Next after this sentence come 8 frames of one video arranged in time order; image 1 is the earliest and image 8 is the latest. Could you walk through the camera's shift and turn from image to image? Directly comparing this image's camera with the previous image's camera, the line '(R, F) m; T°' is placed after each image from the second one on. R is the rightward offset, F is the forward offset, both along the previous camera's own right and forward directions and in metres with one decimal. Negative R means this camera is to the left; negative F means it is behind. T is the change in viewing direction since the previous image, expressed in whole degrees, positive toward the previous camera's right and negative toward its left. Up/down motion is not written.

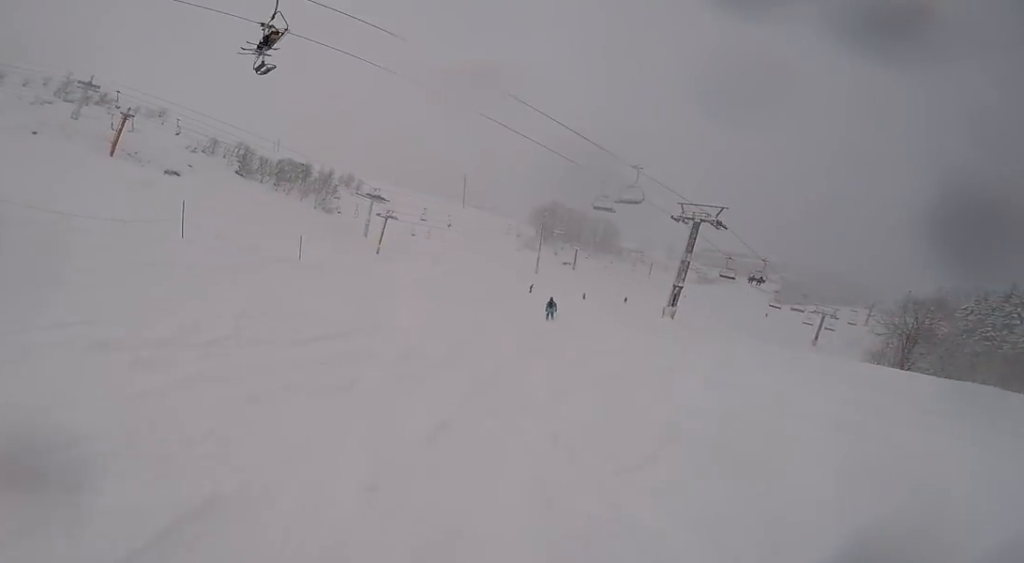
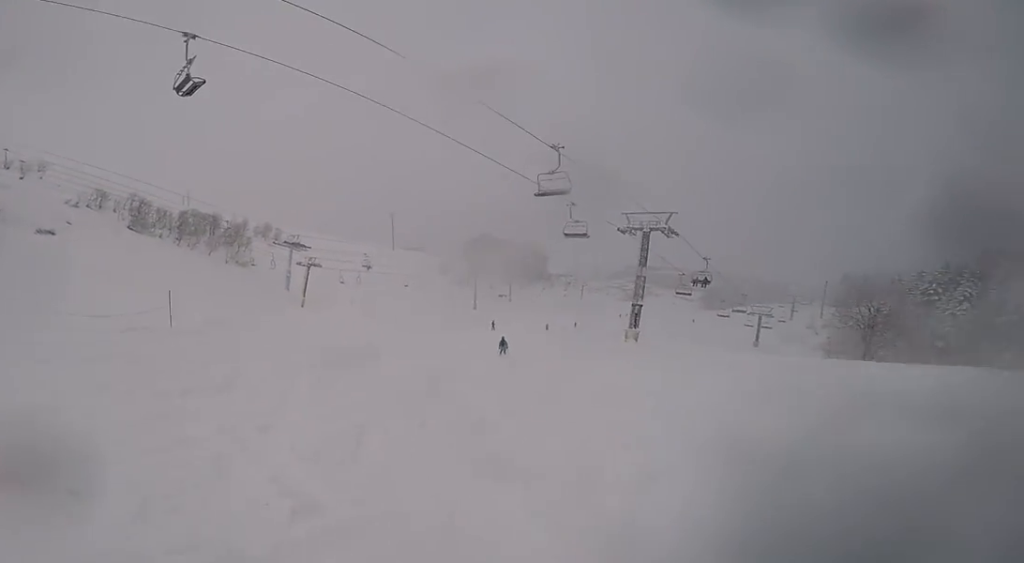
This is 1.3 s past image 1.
(+0.6, +7.7) m; +5°
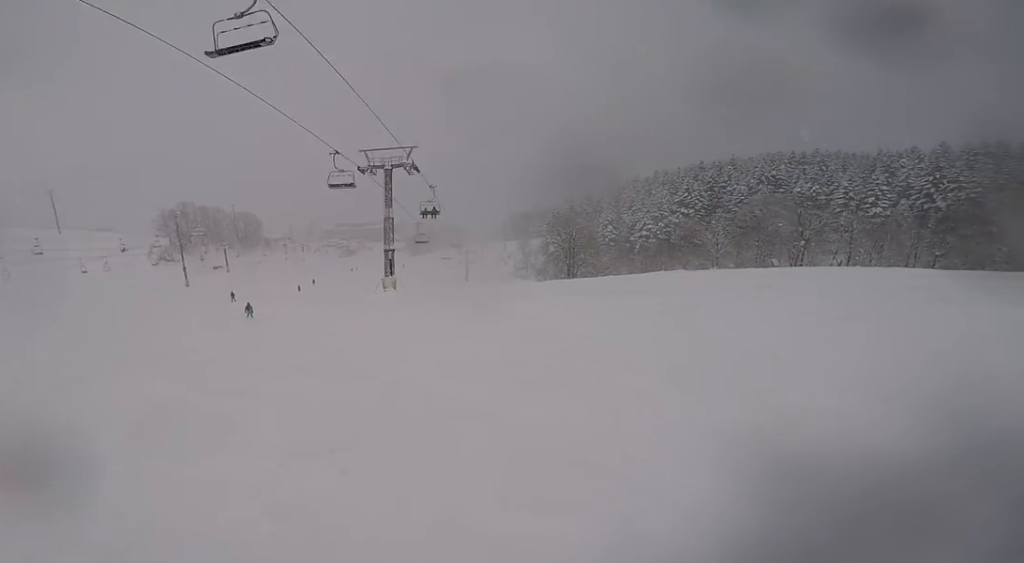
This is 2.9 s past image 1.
(+2.2, +8.6) m; +20°
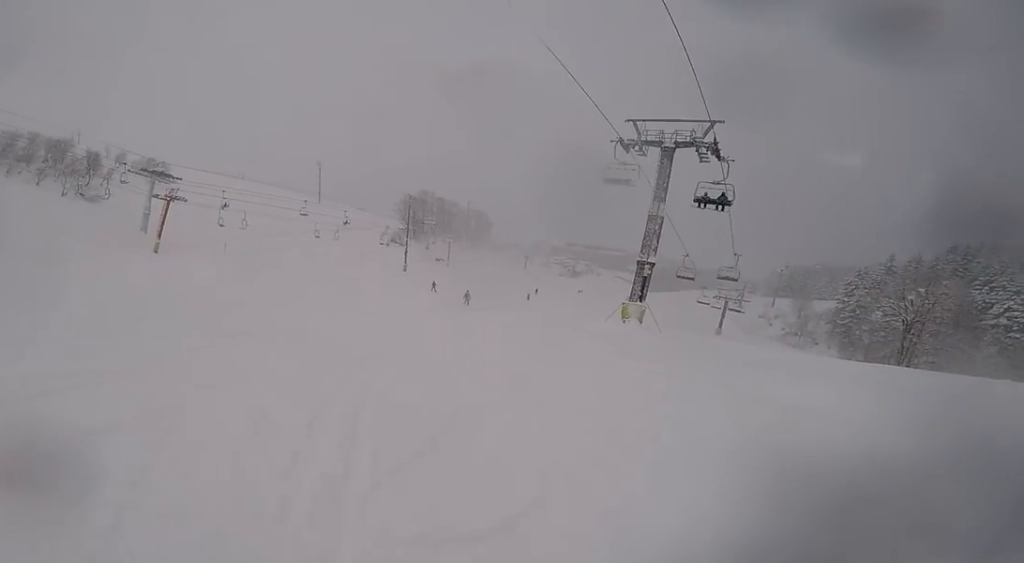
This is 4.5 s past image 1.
(-3.1, +10.8) m; -22°
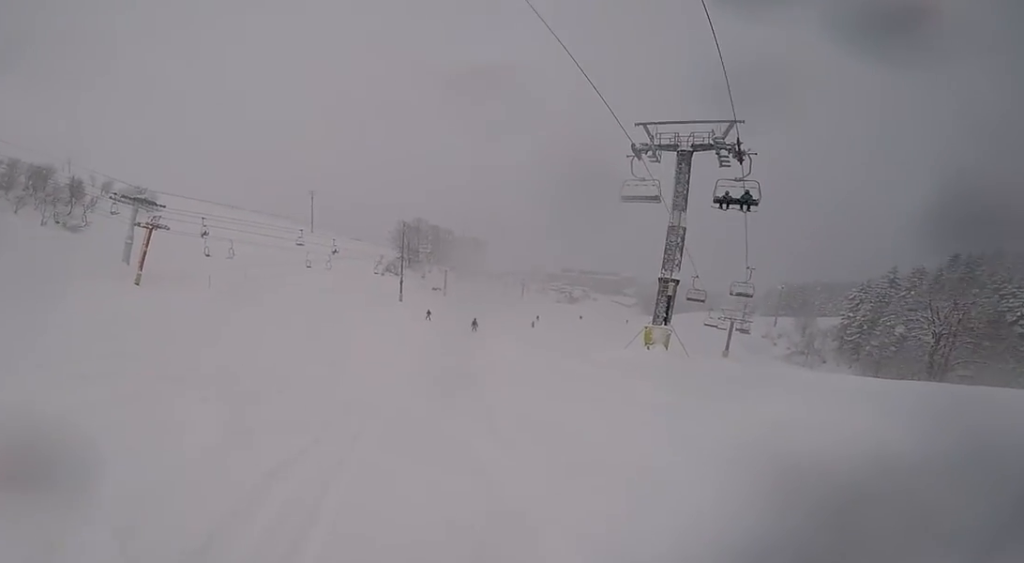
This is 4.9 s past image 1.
(-0.6, +3.1) m; 0°
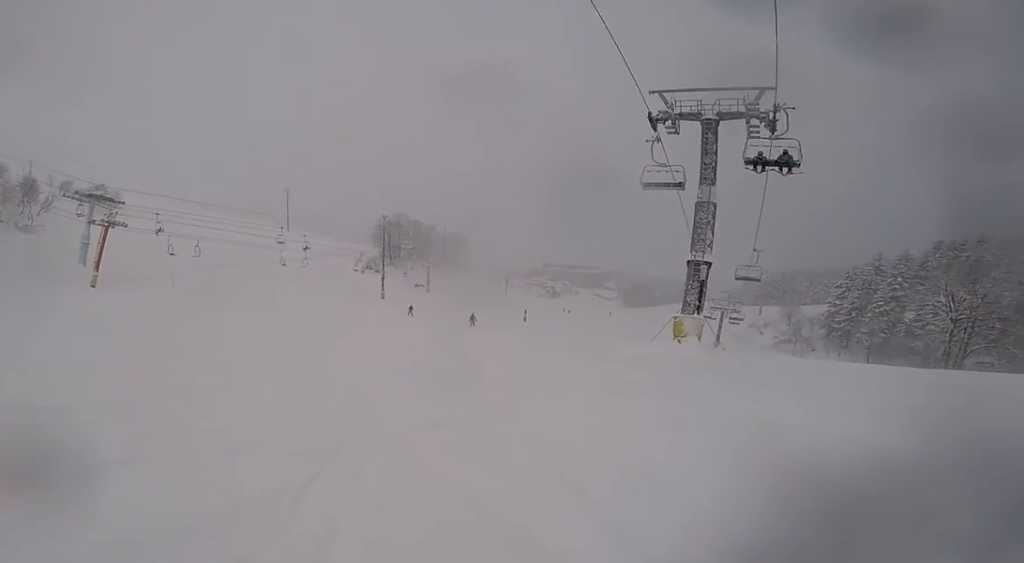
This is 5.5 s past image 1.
(+0.7, +3.9) m; +6°
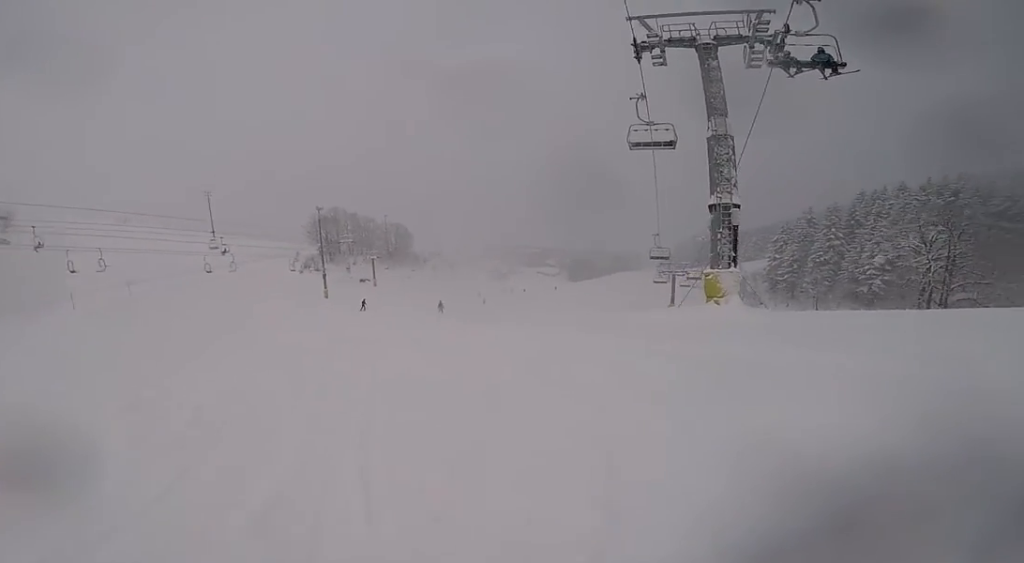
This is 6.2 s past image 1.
(+0.6, +5.4) m; +6°
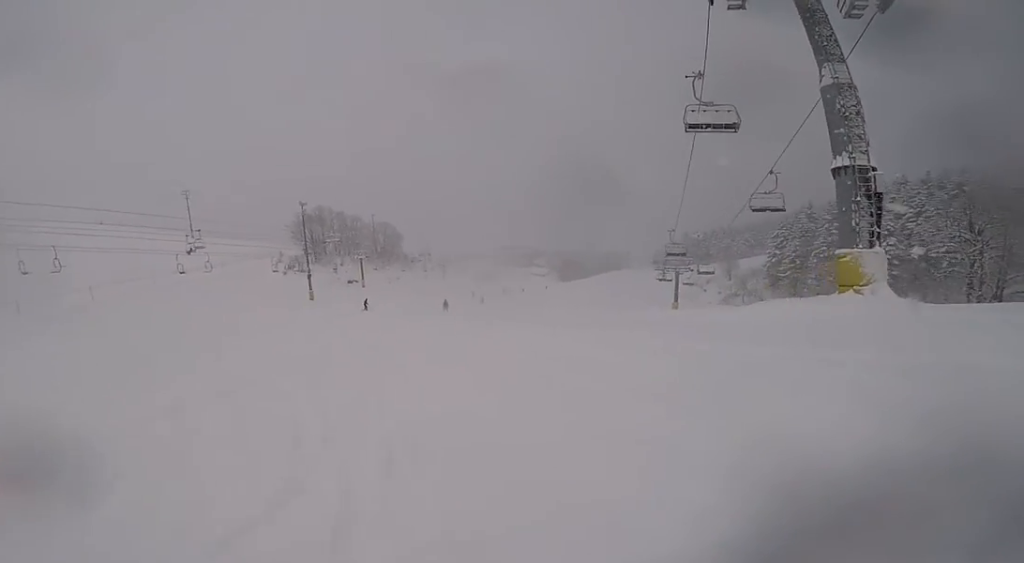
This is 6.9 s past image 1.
(0.0, +5.2) m; 0°
